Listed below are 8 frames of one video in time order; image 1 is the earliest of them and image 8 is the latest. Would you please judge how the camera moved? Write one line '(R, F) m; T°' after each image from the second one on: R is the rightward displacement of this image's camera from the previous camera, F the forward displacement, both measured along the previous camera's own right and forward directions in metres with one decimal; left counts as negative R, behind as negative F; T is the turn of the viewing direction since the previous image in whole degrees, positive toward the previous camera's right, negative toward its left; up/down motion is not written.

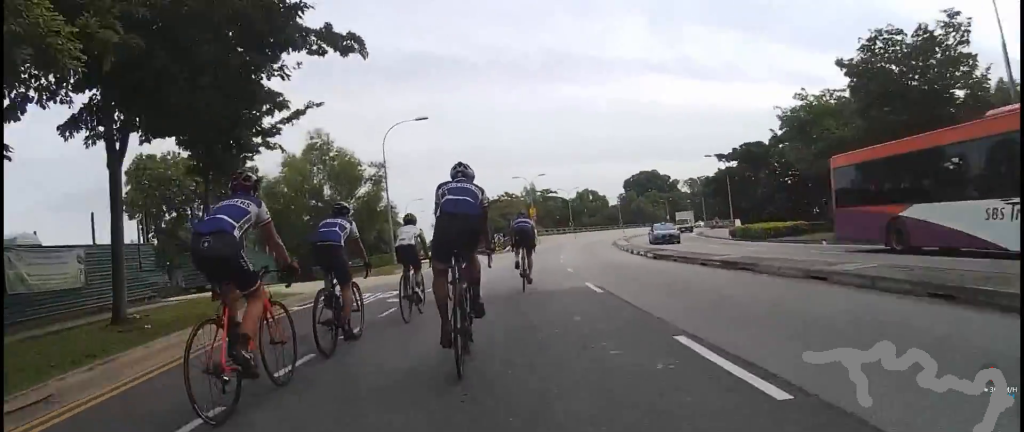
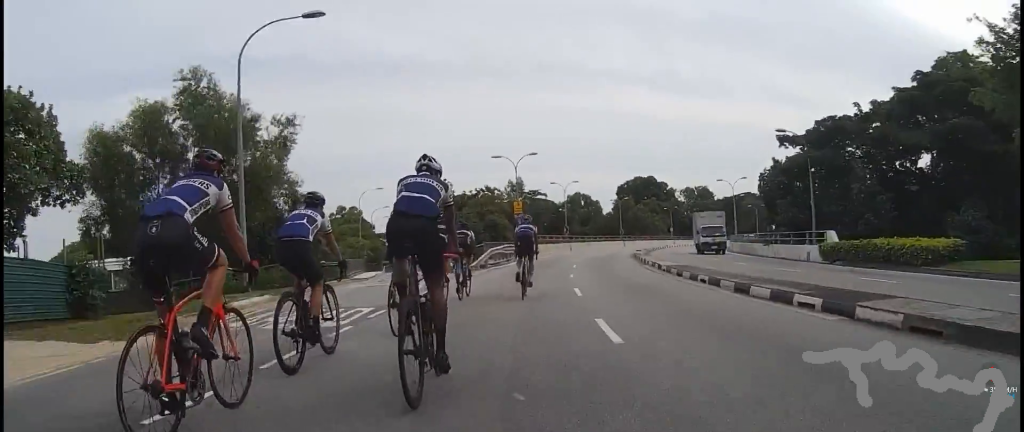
(+0.7, +15.4) m; -3°
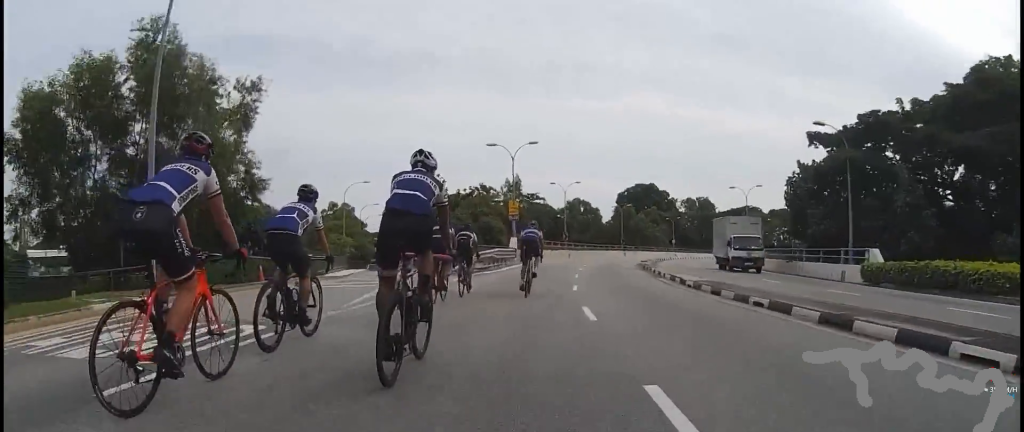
(-0.3, +3.9) m; -3°
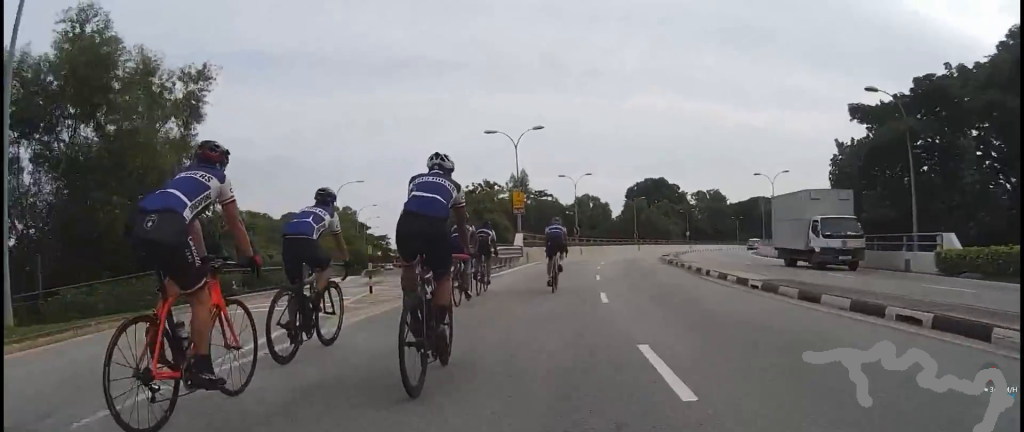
(-0.1, +4.5) m; +3°
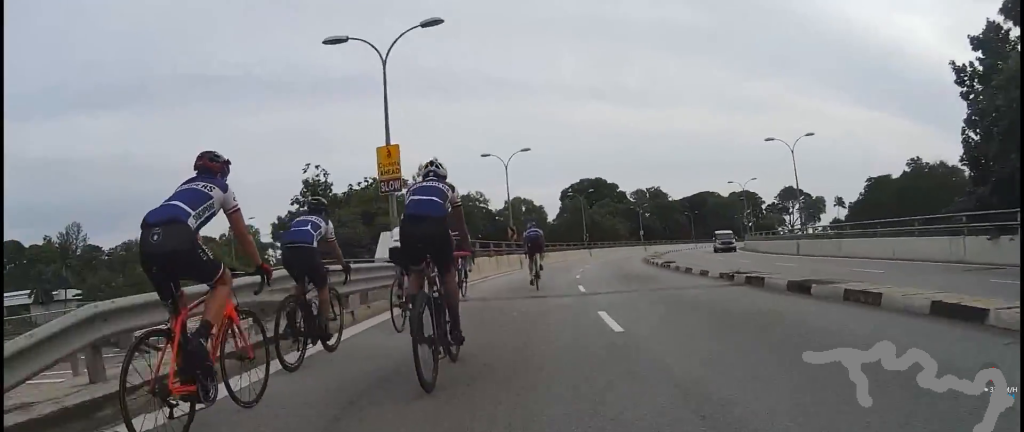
(+3.0, +15.4) m; +20°
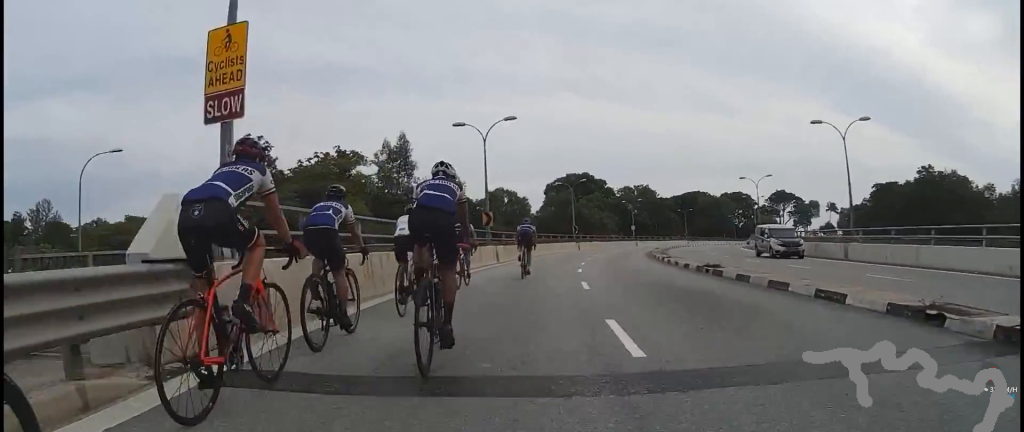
(+0.2, +7.5) m; -11°
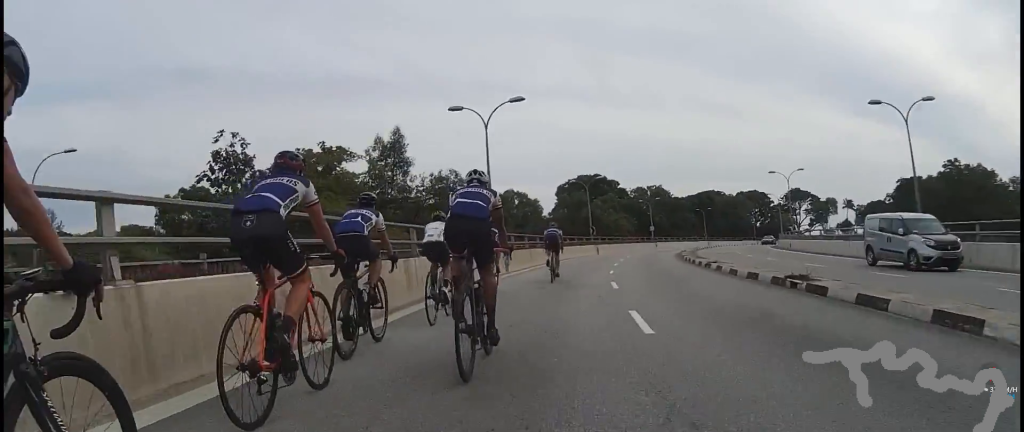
(-0.7, +4.4) m; -1°
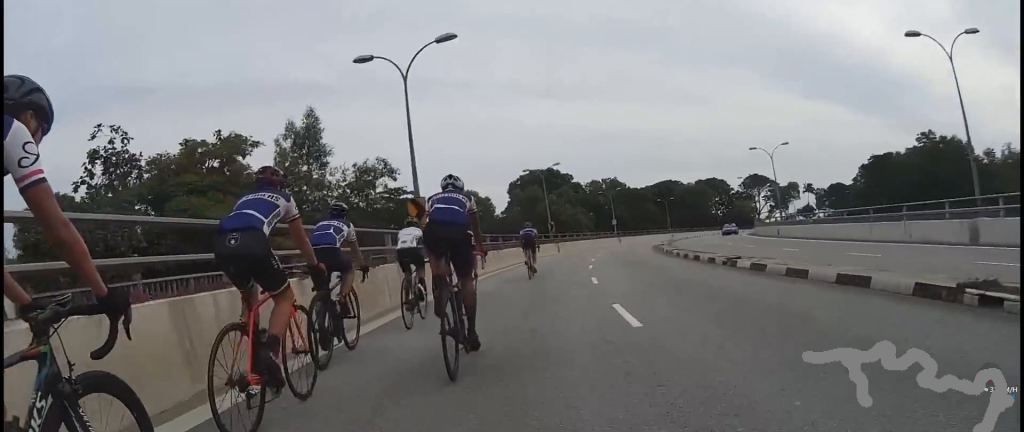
(-1.0, +6.2) m; +1°
